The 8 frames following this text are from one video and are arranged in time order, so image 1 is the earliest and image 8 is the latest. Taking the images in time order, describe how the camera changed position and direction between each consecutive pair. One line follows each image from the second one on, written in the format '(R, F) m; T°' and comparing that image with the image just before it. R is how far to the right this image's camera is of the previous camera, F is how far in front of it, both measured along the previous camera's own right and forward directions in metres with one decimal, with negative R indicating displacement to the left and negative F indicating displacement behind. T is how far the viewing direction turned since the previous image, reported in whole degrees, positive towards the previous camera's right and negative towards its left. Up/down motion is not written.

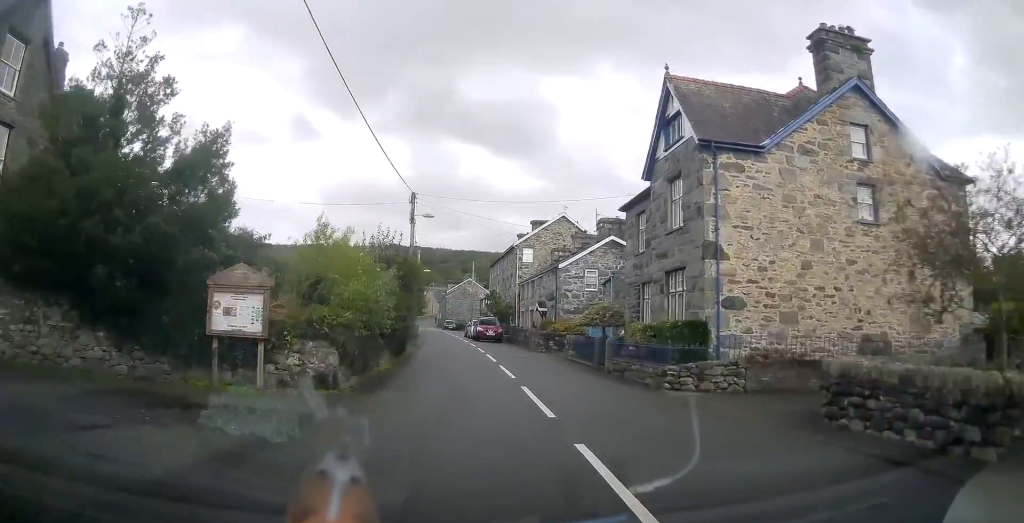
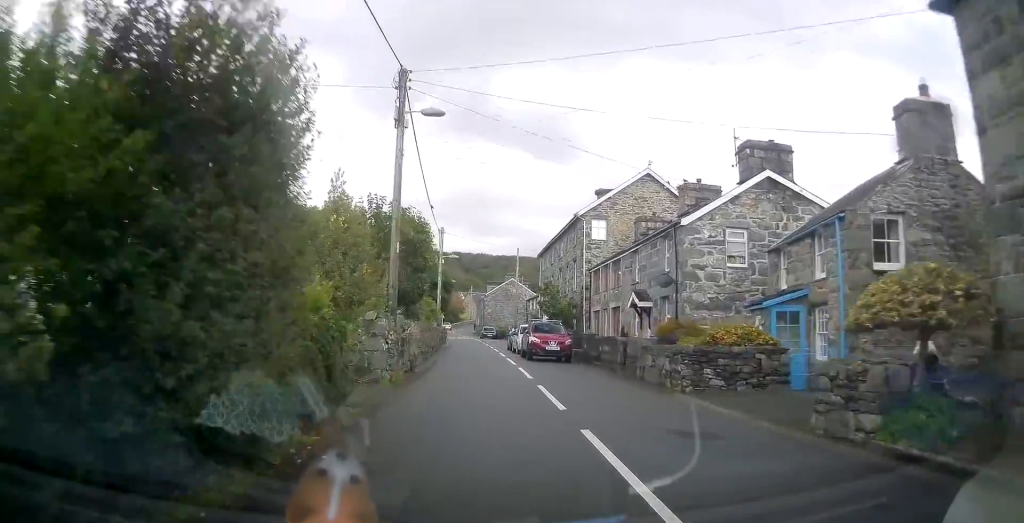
(-0.9, +17.1) m; -6°
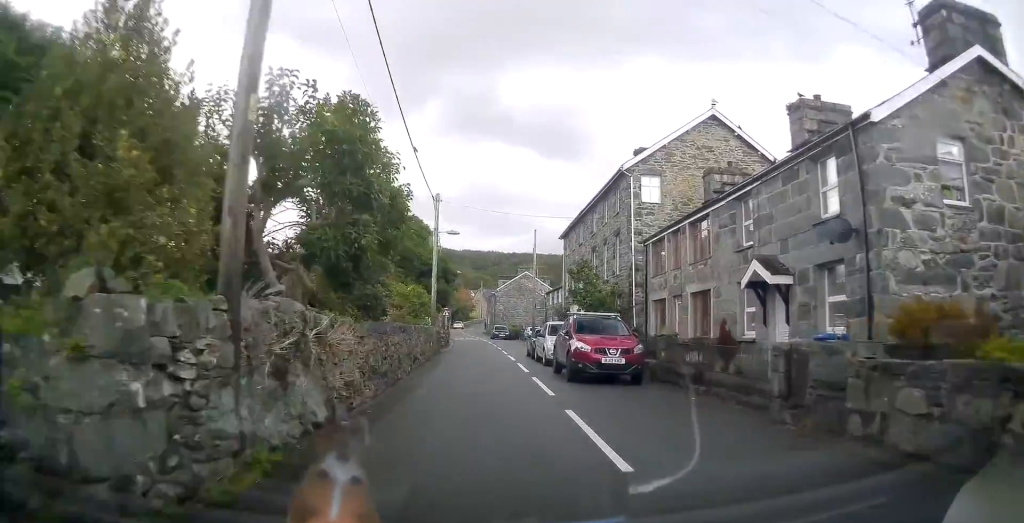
(-0.3, +10.2) m; -3°
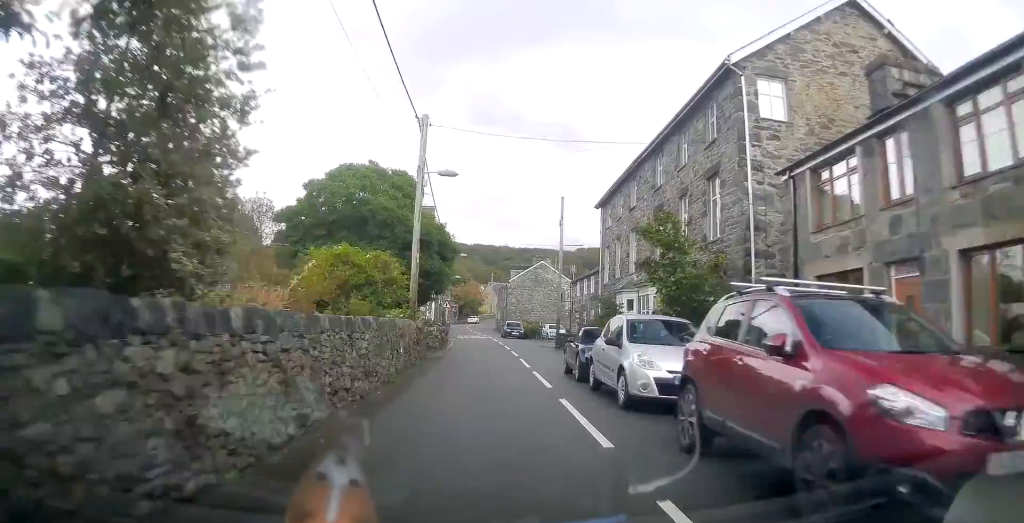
(-0.3, +11.0) m; -1°
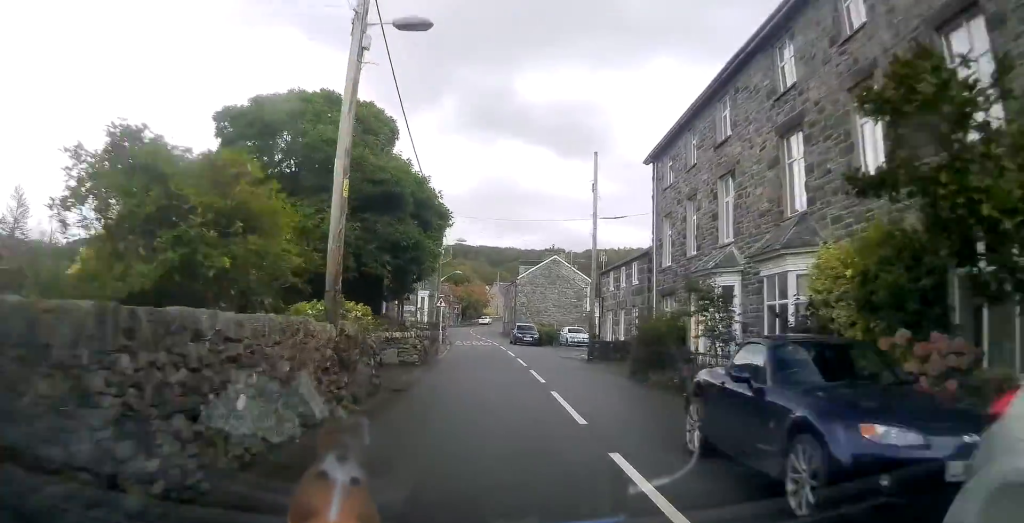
(+0.2, +10.3) m; +1°
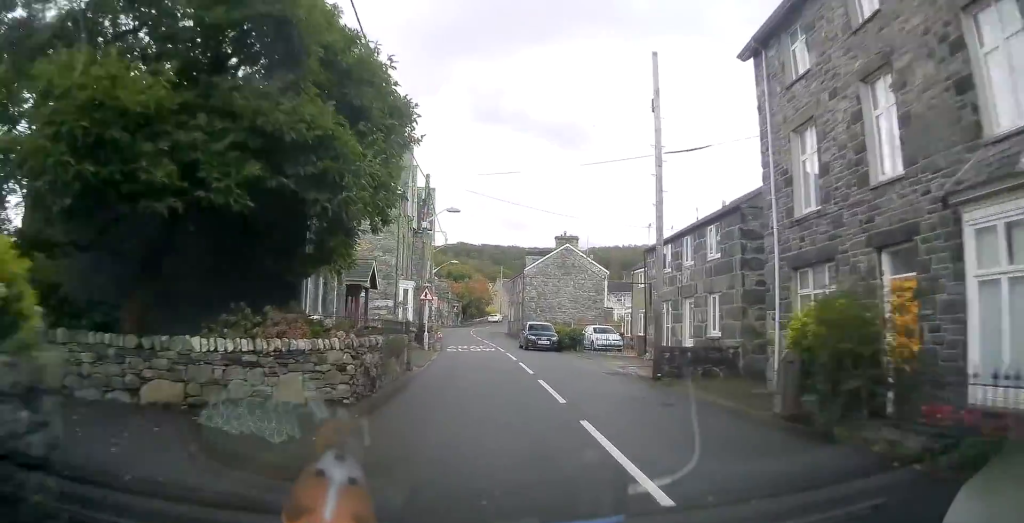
(0.0, +10.1) m; -1°
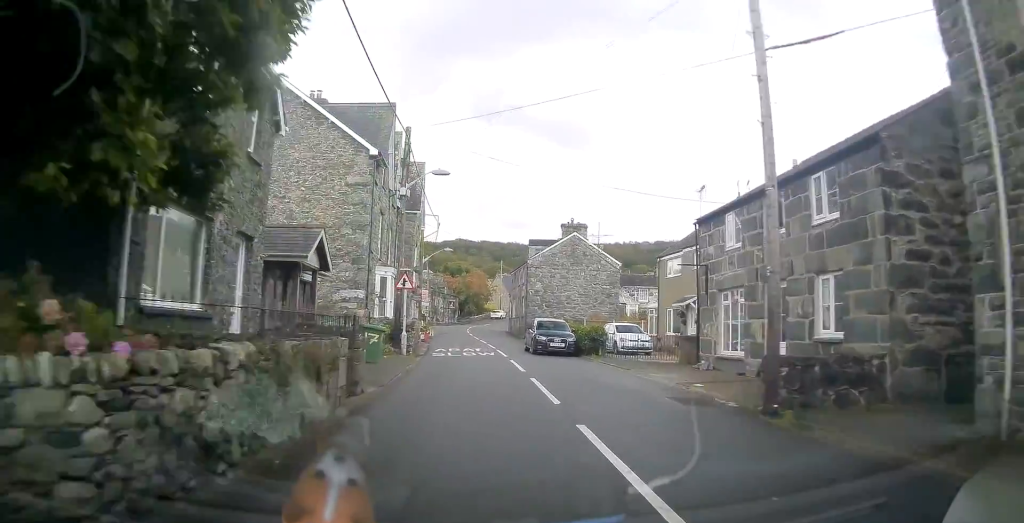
(0.0, +6.8) m; -1°
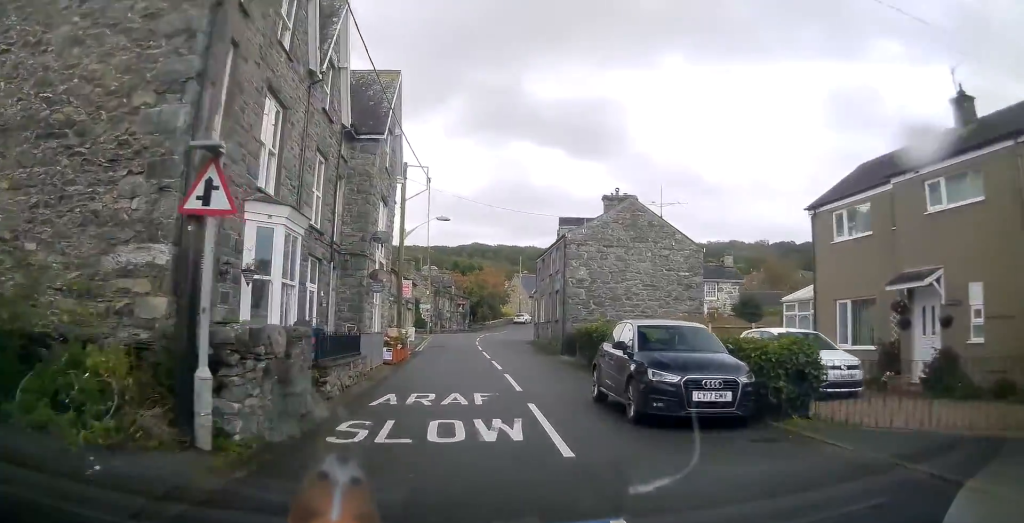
(-0.2, +16.1) m; -2°
